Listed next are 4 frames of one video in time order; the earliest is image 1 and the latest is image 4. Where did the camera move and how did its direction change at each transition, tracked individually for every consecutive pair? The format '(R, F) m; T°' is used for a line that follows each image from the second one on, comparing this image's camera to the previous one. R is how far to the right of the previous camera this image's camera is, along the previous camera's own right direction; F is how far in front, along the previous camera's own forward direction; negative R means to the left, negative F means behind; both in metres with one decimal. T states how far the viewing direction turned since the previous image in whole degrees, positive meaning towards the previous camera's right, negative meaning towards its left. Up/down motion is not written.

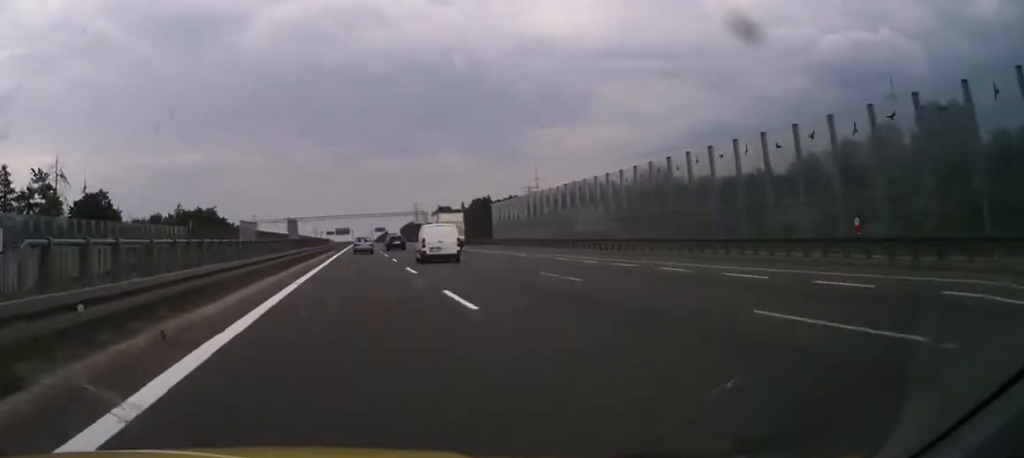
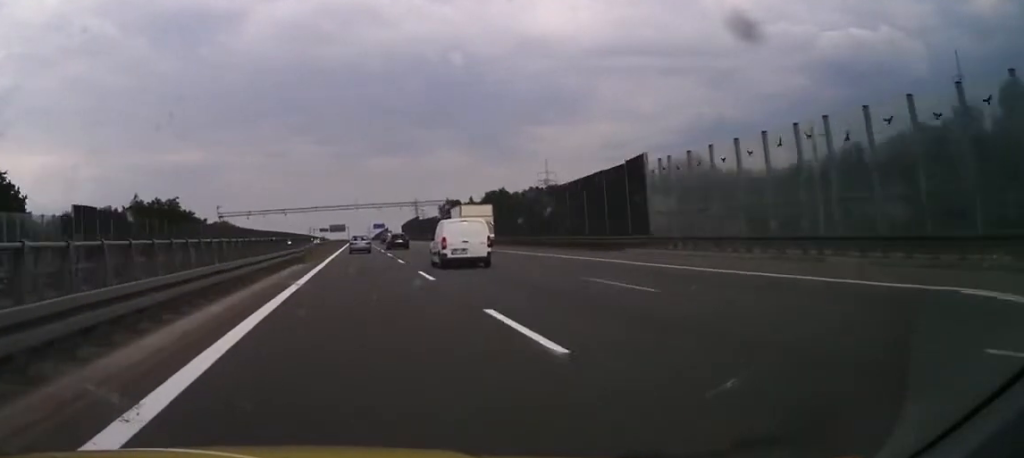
(0.0, +41.8) m; 0°
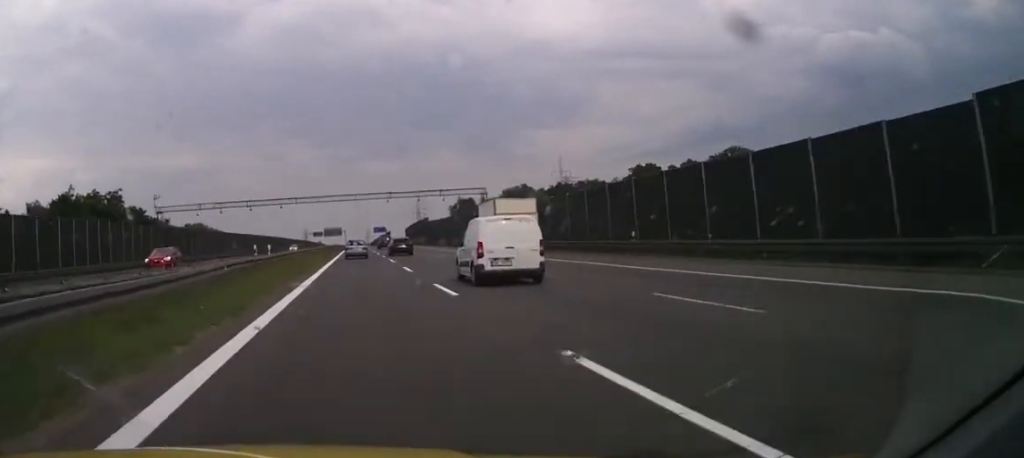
(0.0, +42.1) m; 0°
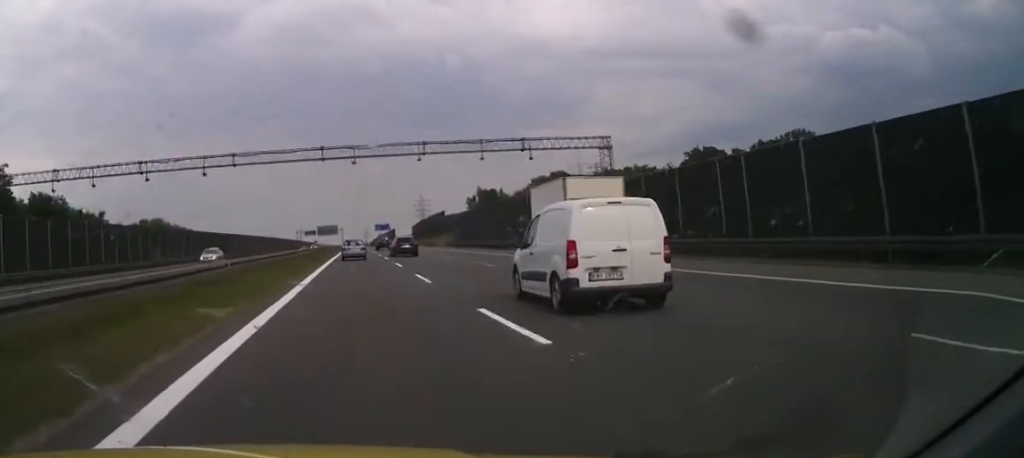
(+0.2, +44.8) m; +1°
